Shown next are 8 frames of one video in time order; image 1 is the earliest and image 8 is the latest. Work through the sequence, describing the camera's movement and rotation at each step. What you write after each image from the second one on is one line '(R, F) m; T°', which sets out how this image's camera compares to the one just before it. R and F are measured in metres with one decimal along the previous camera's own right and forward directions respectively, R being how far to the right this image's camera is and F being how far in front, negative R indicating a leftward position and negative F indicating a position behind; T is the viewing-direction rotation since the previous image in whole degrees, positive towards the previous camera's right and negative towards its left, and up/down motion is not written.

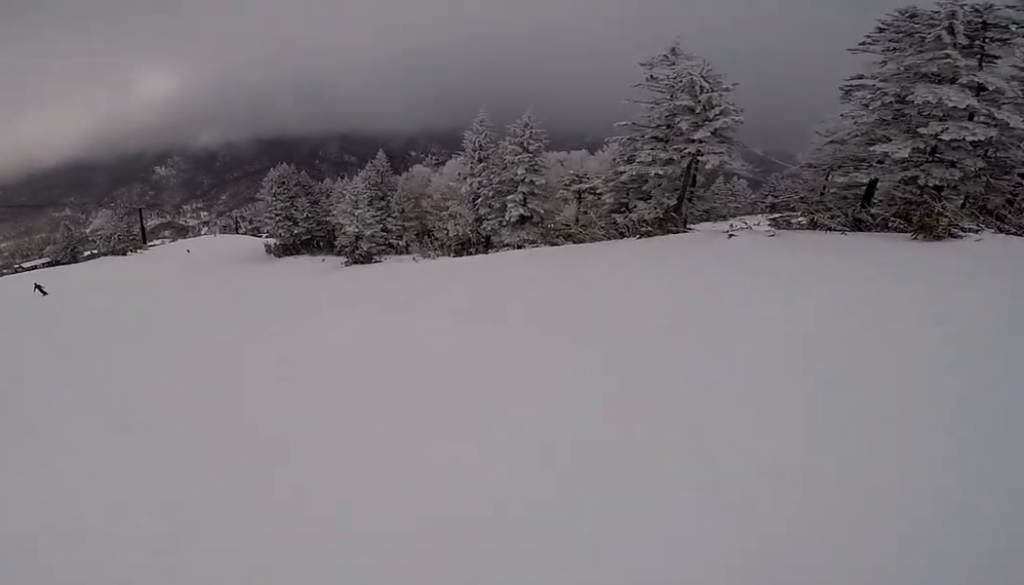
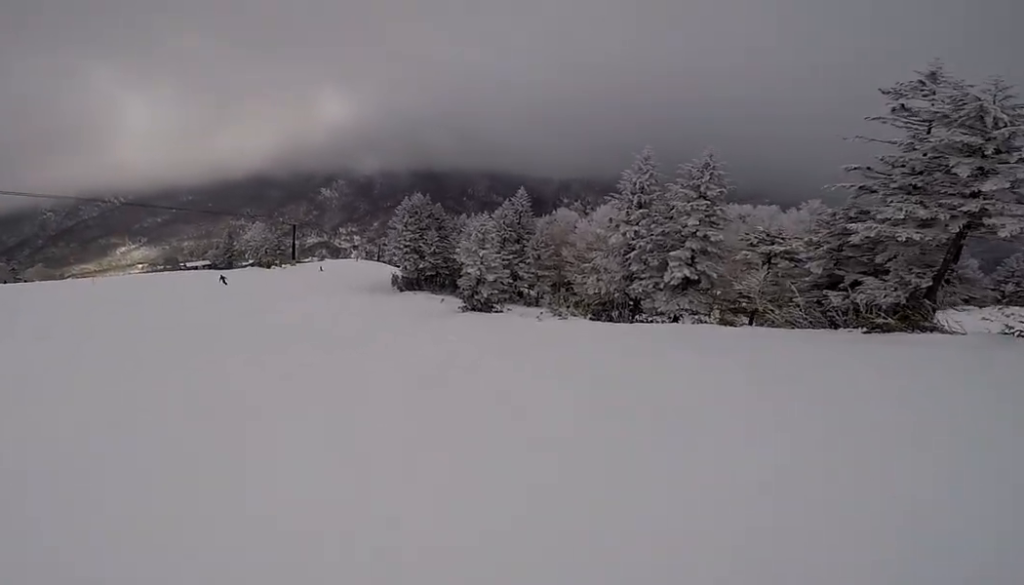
(-1.2, +3.5) m; -22°
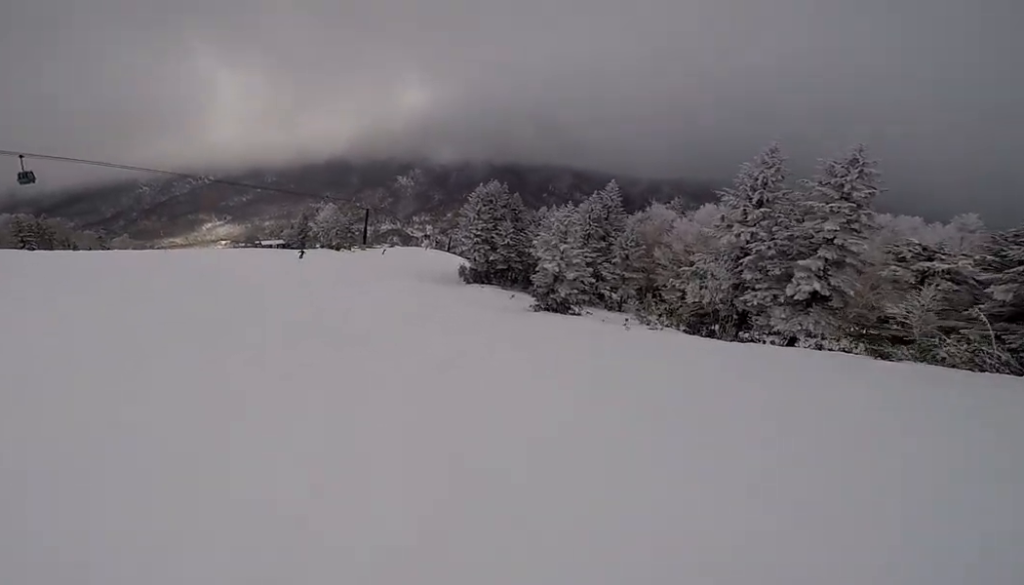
(-0.4, +2.3) m; -12°
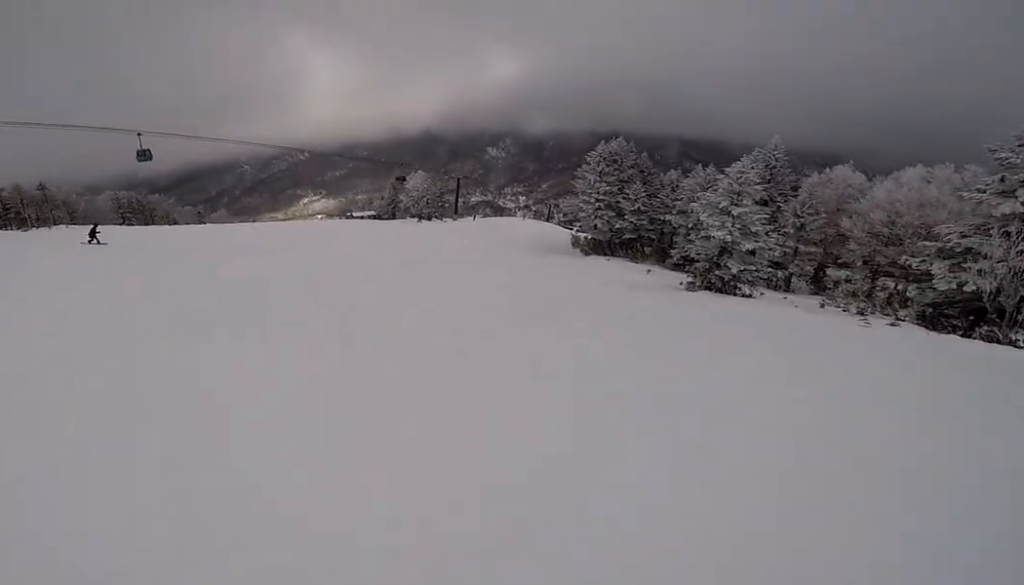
(-0.1, +4.6) m; -22°
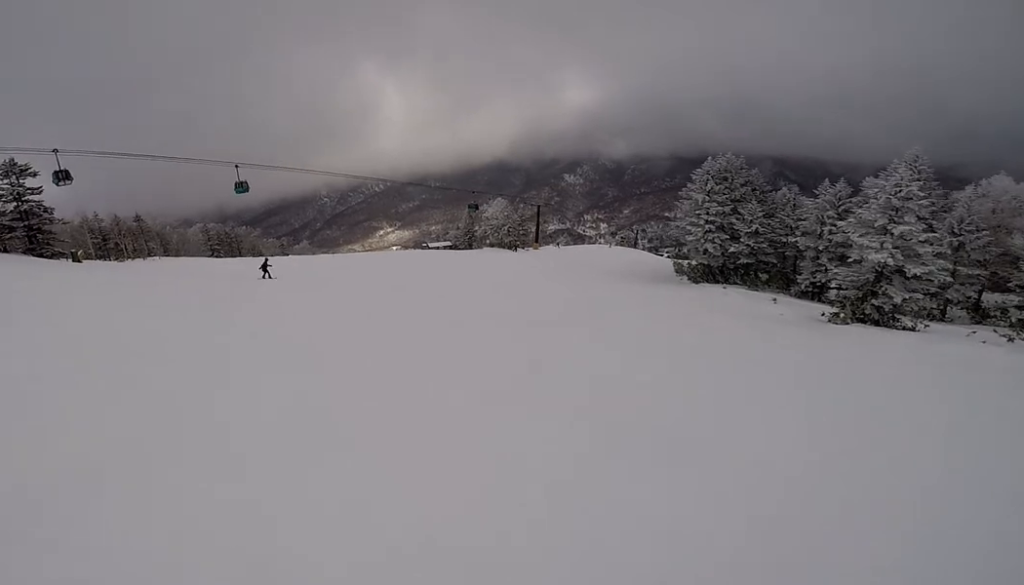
(-0.7, +1.8) m; -7°
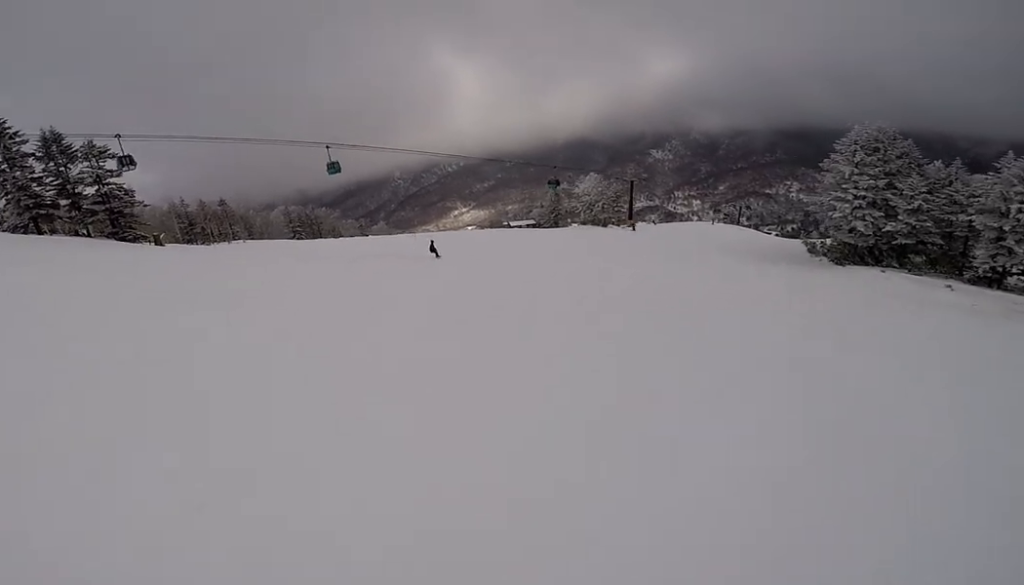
(-0.6, +2.3) m; -8°
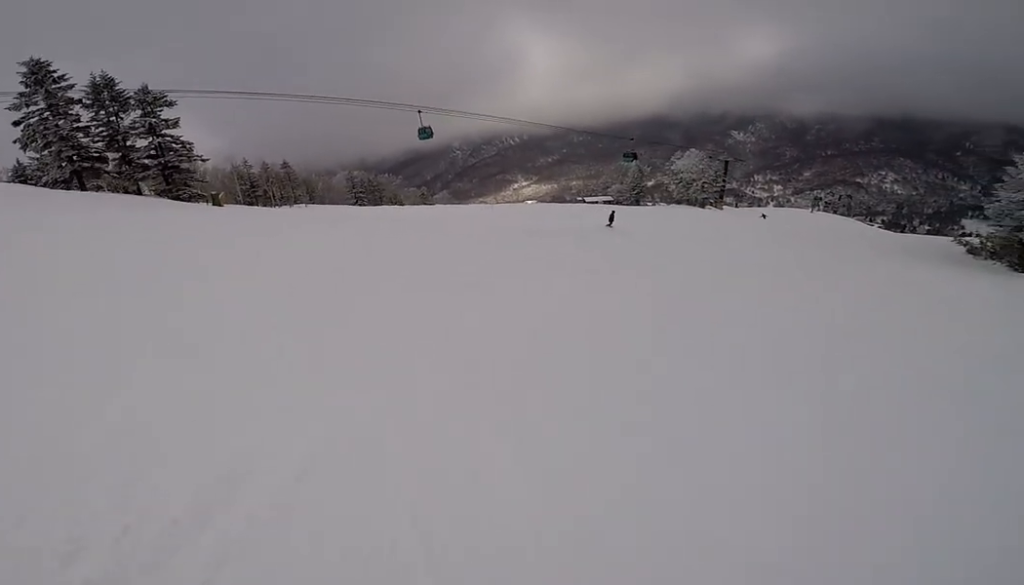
(+0.5, +4.5) m; +3°
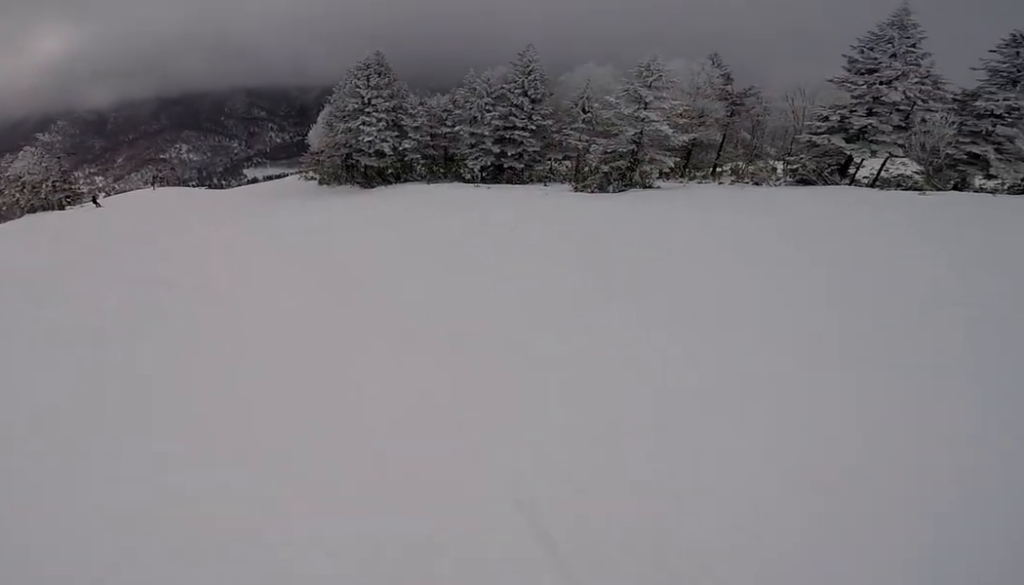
(+3.9, +6.4) m; +80°
